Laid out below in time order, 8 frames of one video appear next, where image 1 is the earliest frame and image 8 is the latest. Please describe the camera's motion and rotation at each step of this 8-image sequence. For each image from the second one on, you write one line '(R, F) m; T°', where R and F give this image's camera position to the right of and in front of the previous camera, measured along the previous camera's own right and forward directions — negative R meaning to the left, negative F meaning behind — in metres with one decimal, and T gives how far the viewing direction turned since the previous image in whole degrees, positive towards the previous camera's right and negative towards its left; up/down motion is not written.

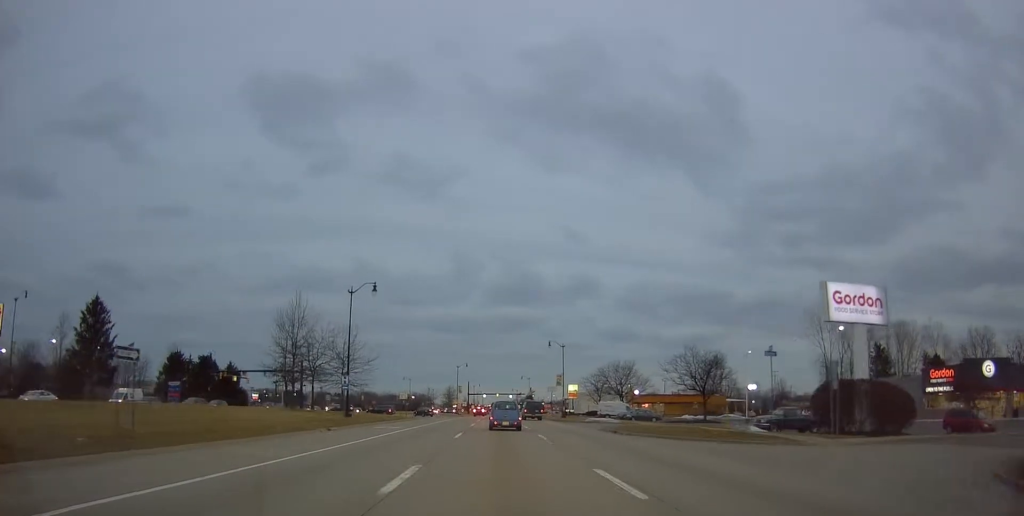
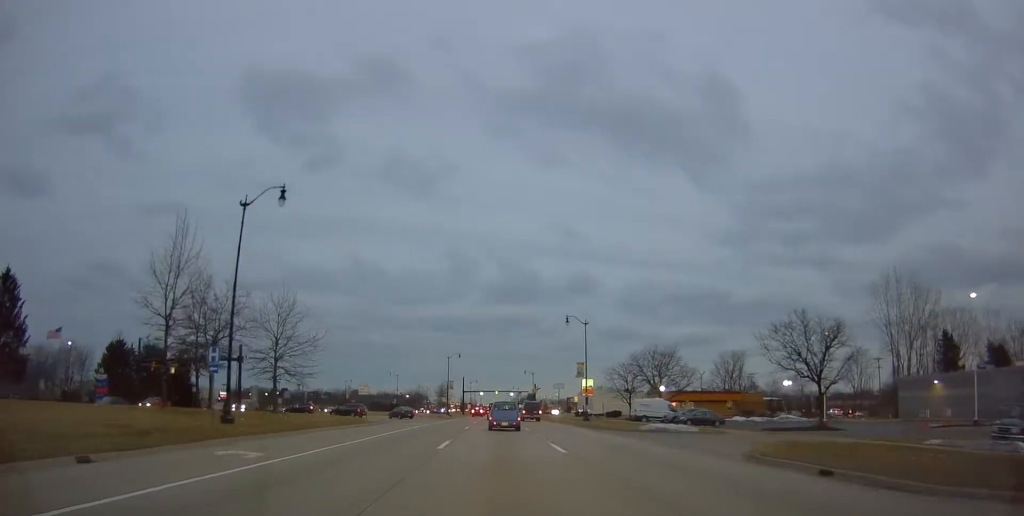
(0.0, +21.5) m; +1°
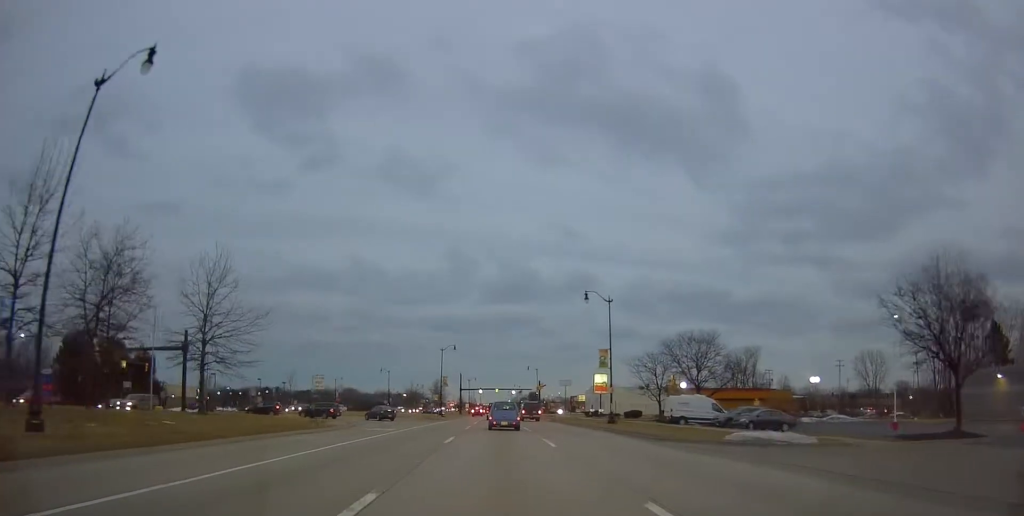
(+0.1, +12.9) m; 0°
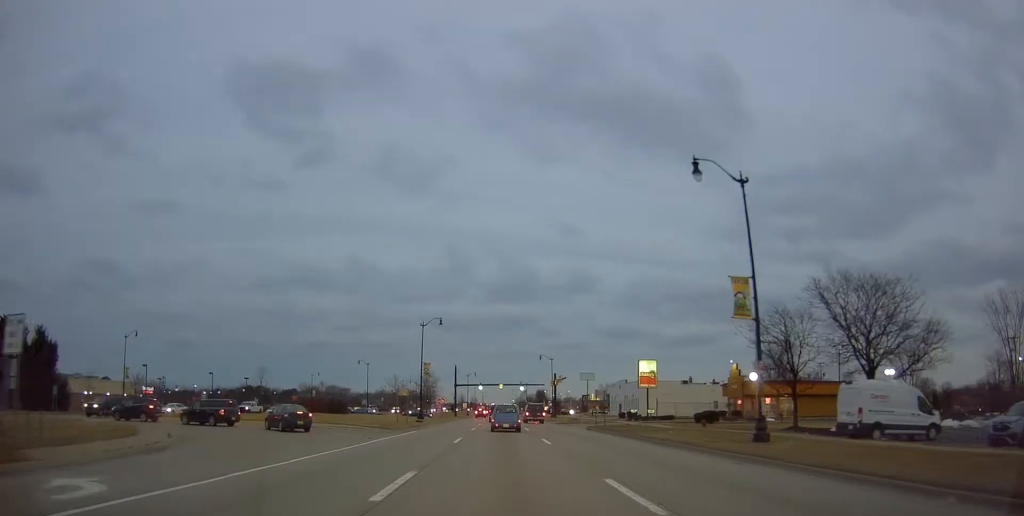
(-1.0, +27.3) m; -2°
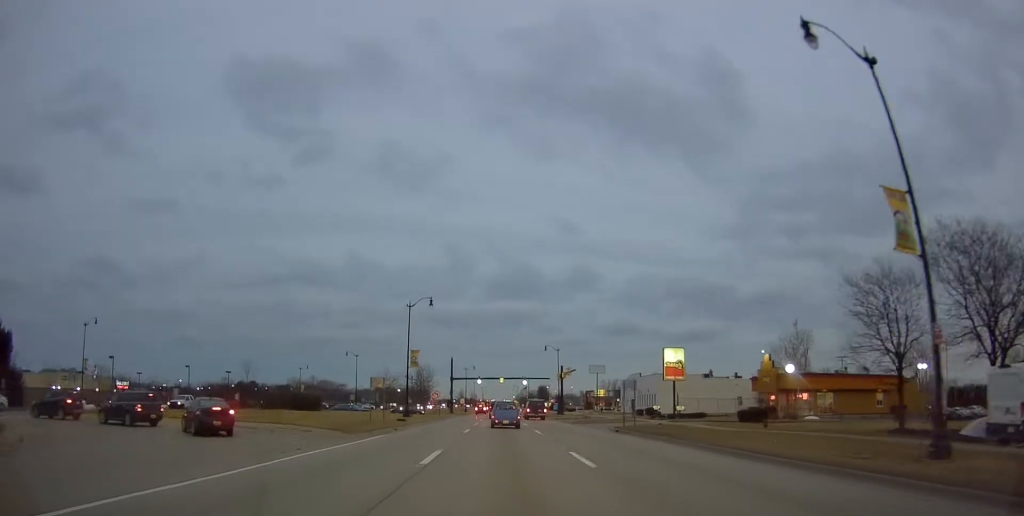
(+0.3, +9.8) m; 0°
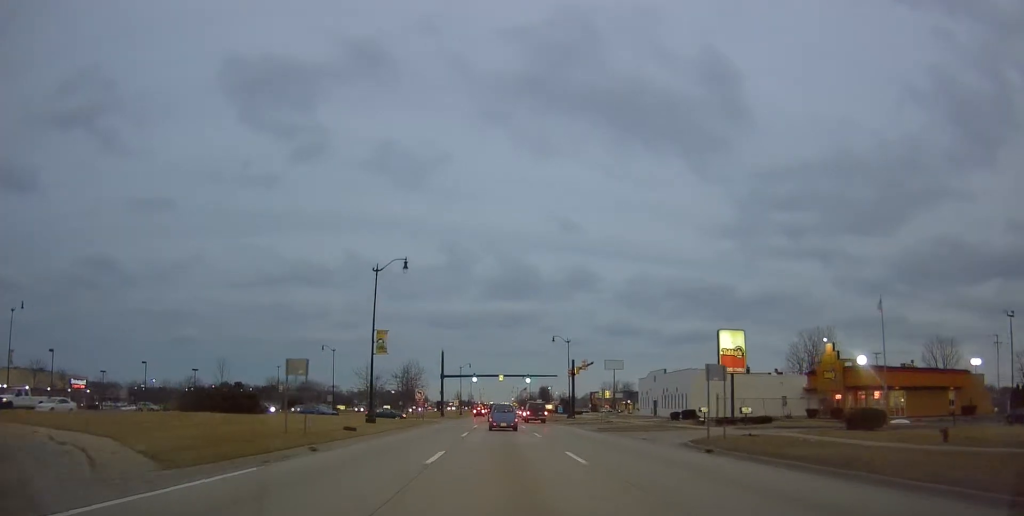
(+0.1, +14.6) m; 0°
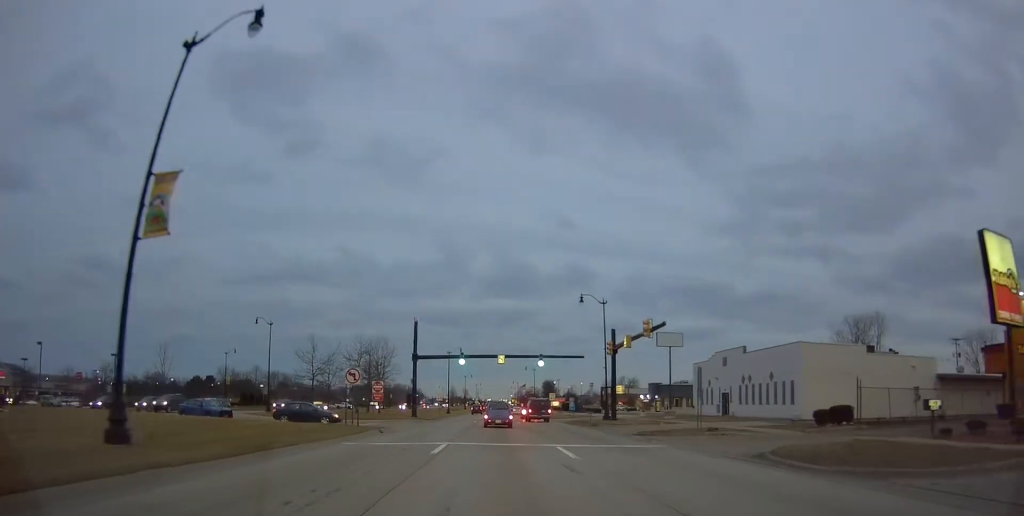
(+0.2, +26.5) m; +1°
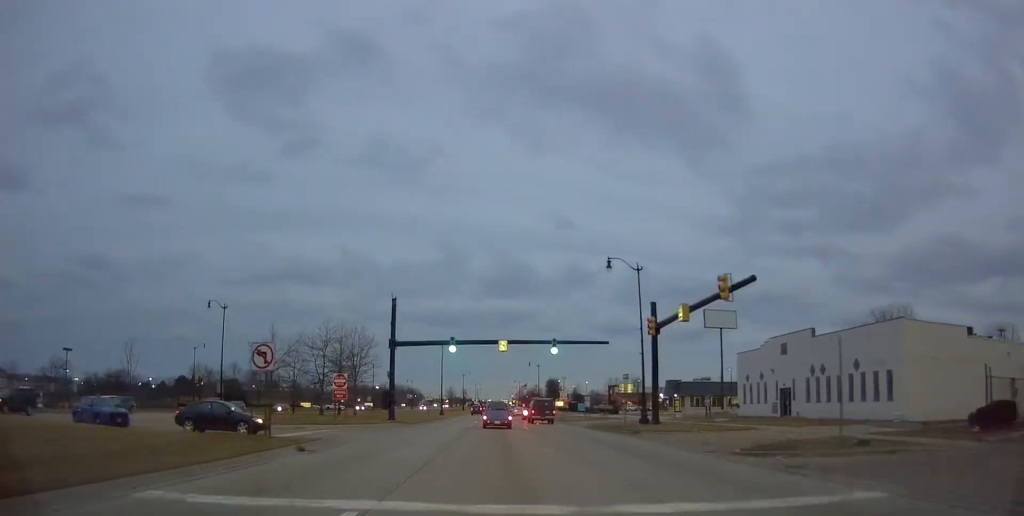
(-0.1, +12.4) m; 0°
